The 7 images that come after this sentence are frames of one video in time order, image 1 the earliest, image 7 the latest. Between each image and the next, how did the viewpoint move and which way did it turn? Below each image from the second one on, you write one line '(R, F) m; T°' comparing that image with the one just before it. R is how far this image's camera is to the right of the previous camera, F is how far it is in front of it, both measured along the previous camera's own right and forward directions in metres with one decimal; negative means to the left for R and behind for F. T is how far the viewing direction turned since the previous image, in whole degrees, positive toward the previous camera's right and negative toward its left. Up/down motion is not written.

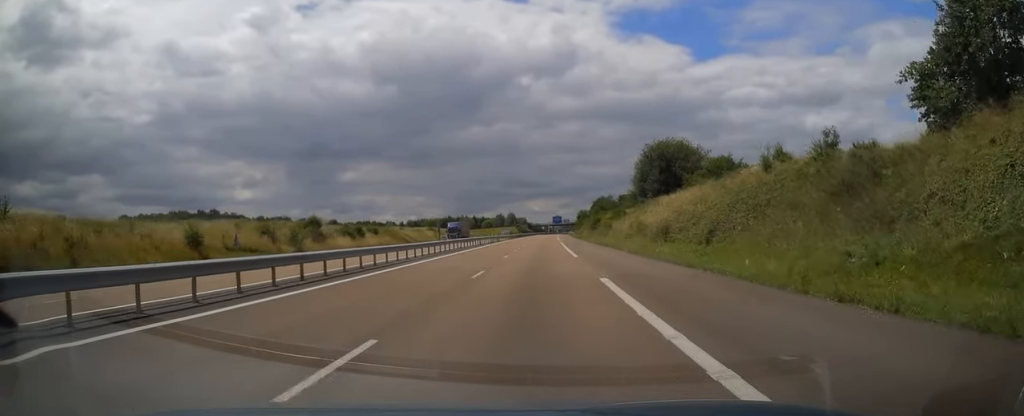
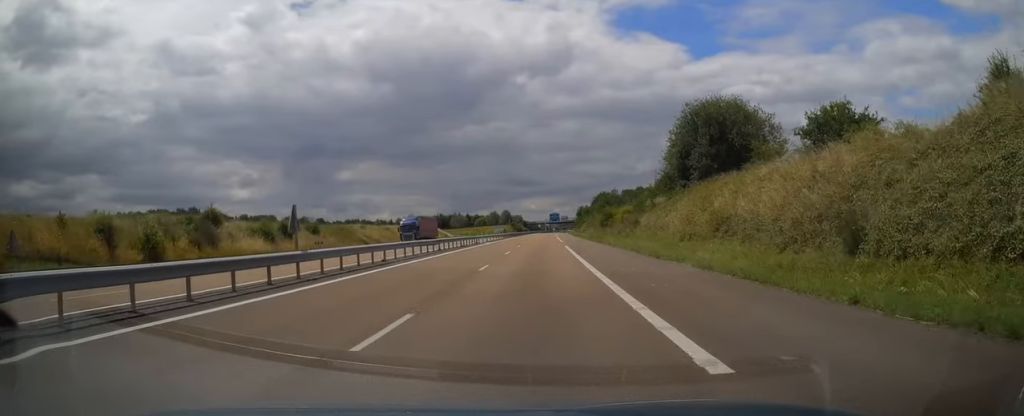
(-0.1, +24.2) m; 0°
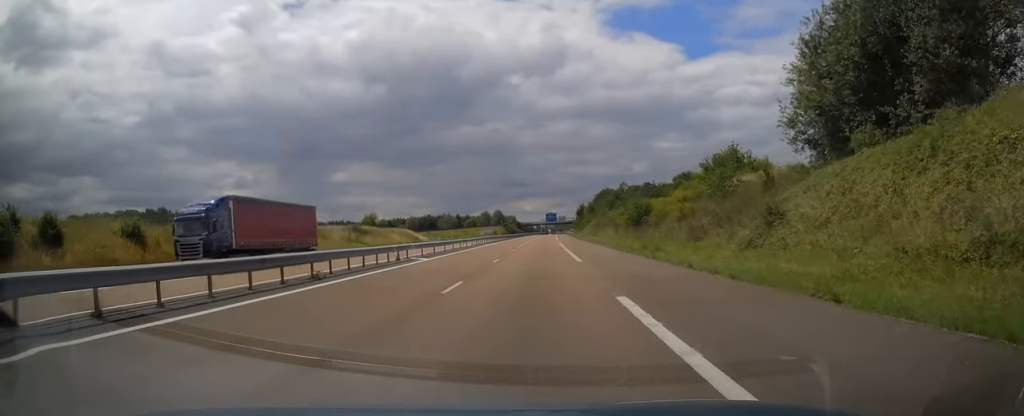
(+0.2, +33.1) m; 0°
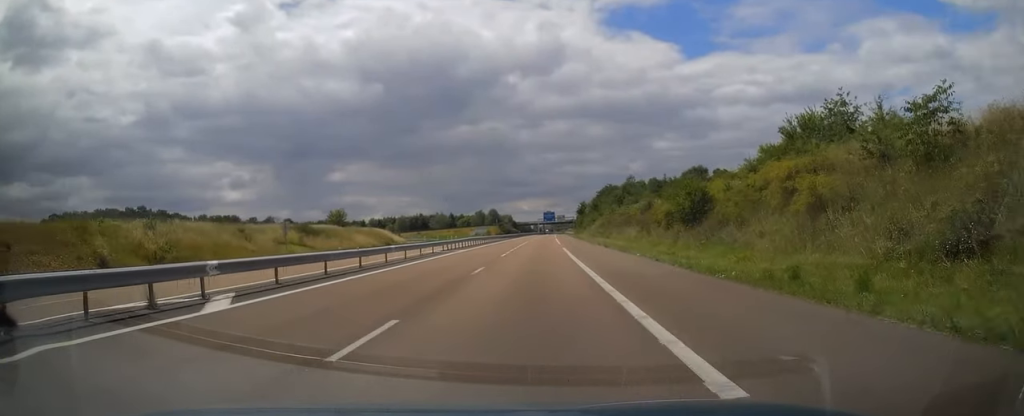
(-0.1, +20.2) m; 0°
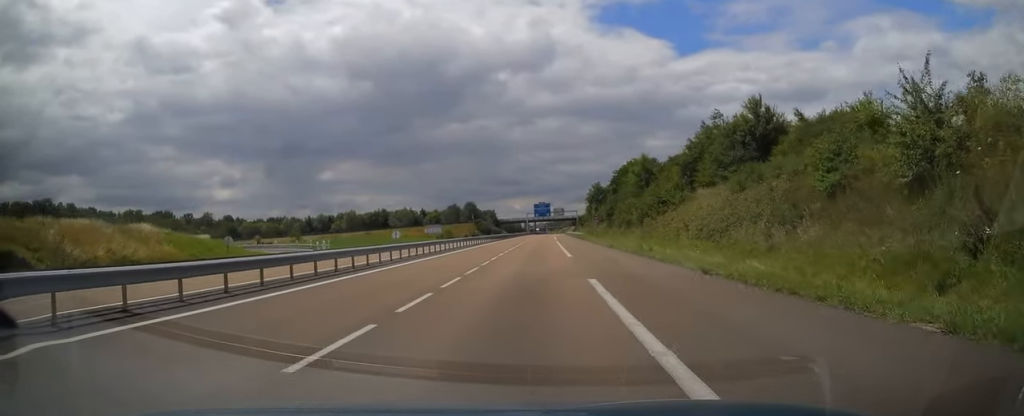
(+1.4, +80.5) m; +1°
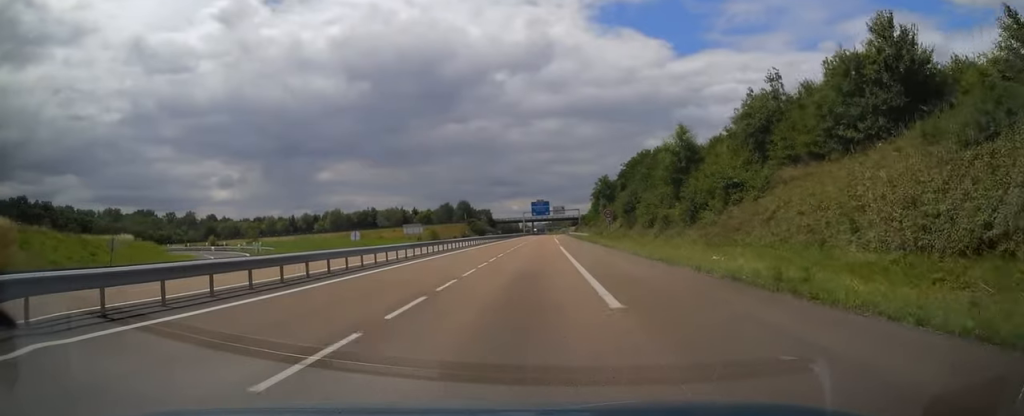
(0.0, +18.6) m; 0°
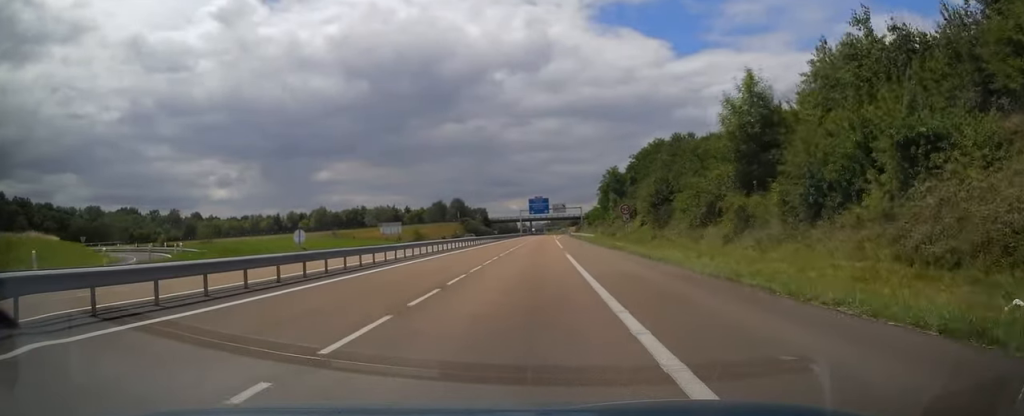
(-0.1, +16.2) m; 0°
